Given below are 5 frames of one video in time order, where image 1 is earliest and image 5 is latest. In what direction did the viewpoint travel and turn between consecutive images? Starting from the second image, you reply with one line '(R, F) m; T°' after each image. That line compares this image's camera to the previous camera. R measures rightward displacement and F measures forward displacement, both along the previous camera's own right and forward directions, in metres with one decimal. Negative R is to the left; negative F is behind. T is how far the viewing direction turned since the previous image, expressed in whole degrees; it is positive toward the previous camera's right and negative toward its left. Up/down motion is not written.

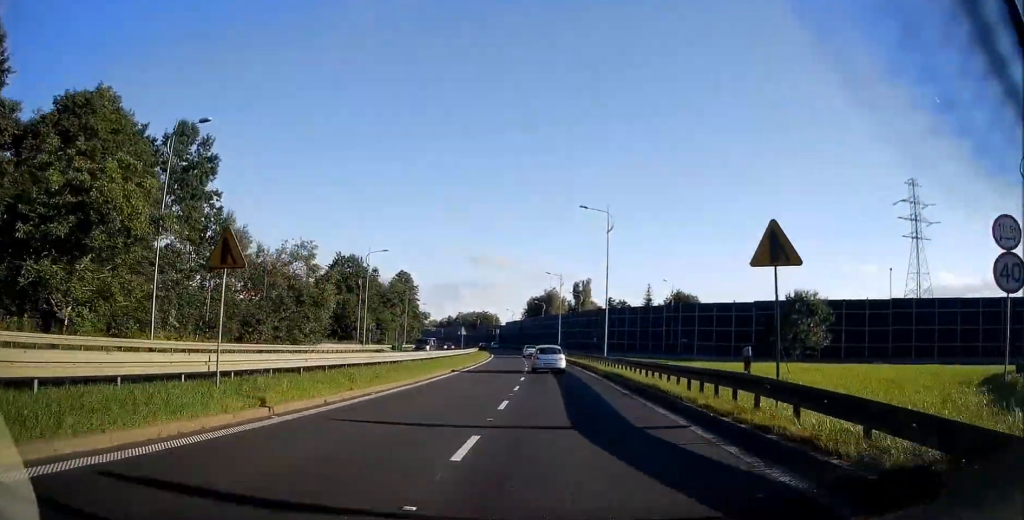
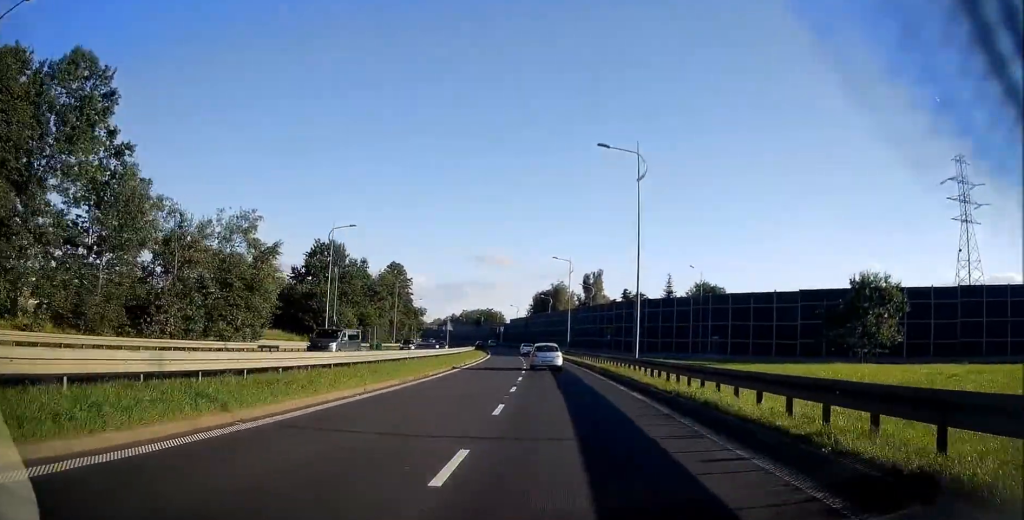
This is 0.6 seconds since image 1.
(-0.1, +9.9) m; -1°
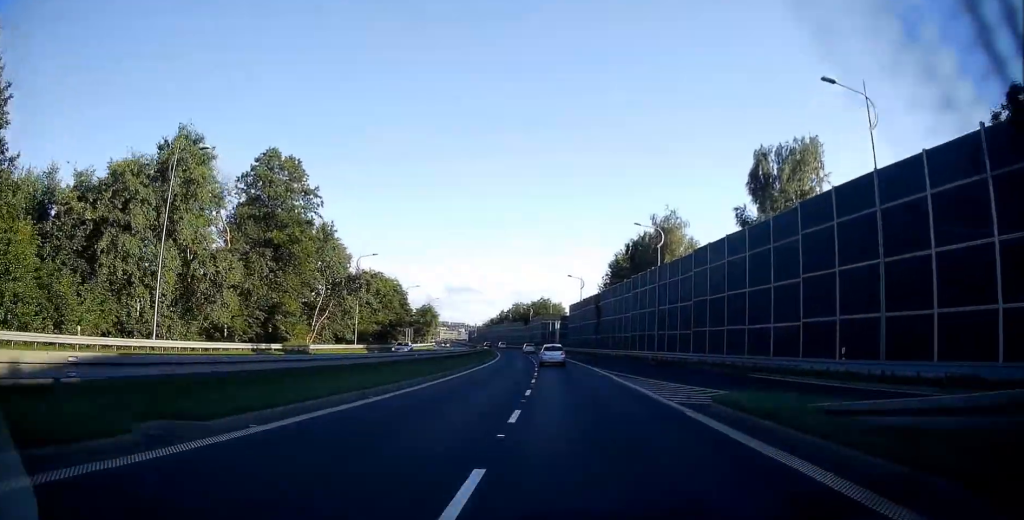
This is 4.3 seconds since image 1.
(-3.0, +67.3) m; -5°
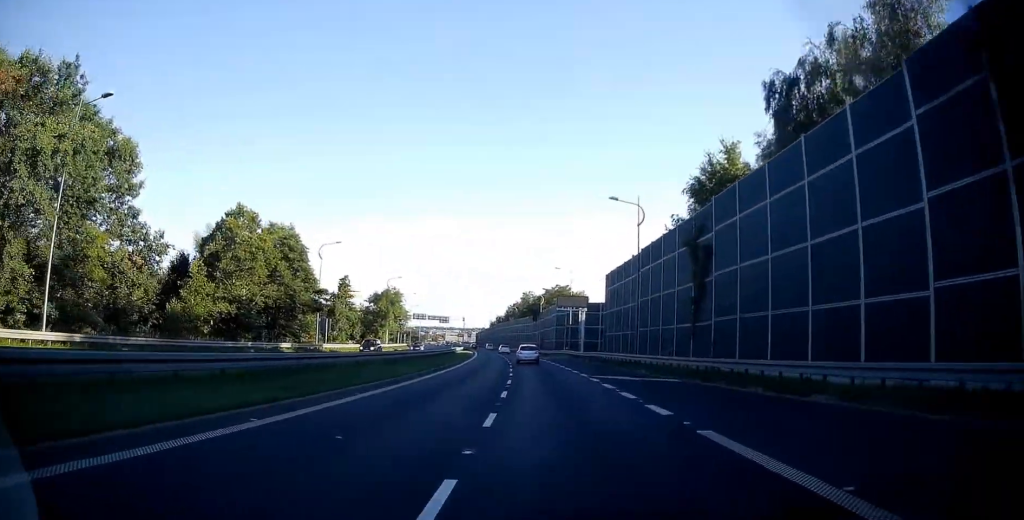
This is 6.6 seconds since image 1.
(-1.5, +48.4) m; -3°
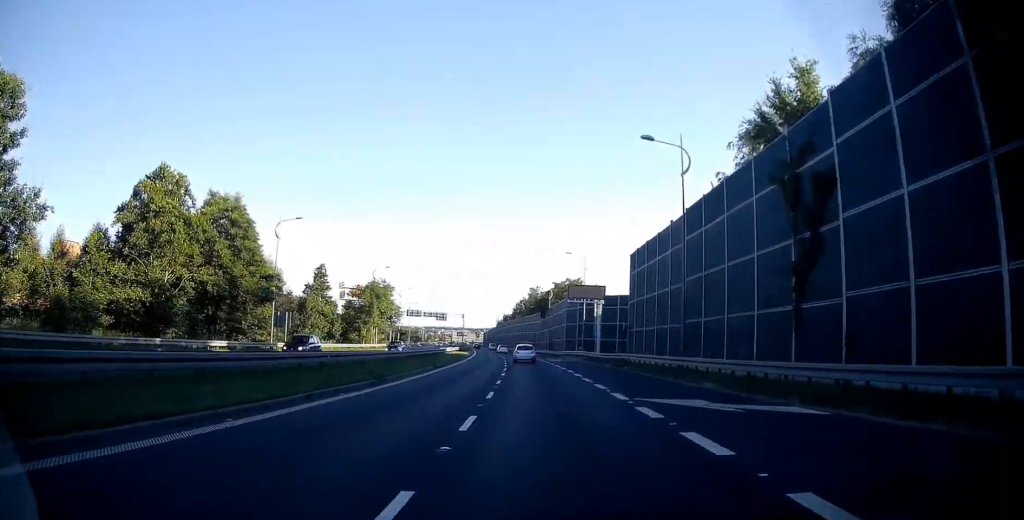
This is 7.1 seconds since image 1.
(-0.1, +12.5) m; -1°
